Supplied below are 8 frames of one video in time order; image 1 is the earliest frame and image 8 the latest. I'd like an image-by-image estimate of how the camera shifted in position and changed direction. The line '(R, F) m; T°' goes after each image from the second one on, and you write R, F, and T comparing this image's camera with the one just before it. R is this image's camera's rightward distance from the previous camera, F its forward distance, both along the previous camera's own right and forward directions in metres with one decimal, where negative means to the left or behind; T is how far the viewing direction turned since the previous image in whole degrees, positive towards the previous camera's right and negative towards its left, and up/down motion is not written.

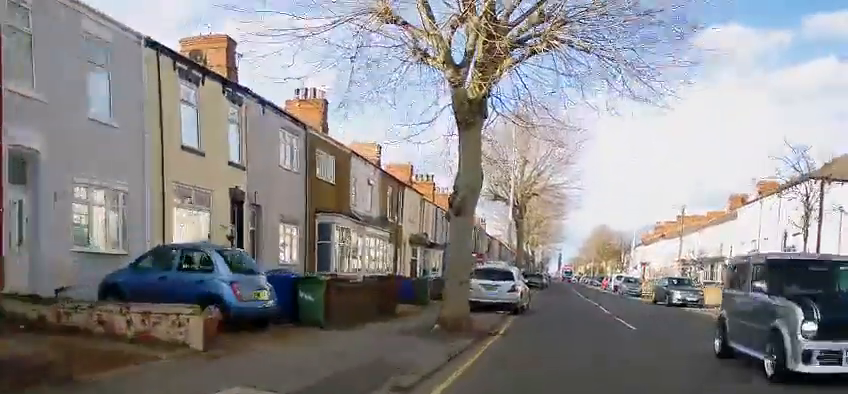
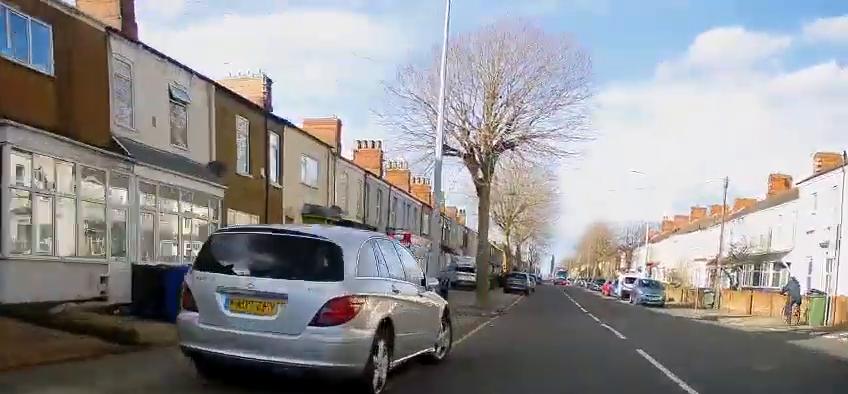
(-0.2, +16.8) m; -2°
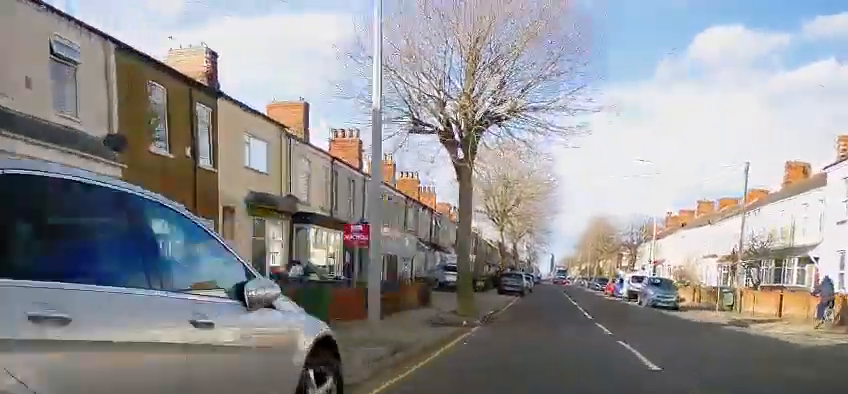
(0.0, +4.7) m; 0°
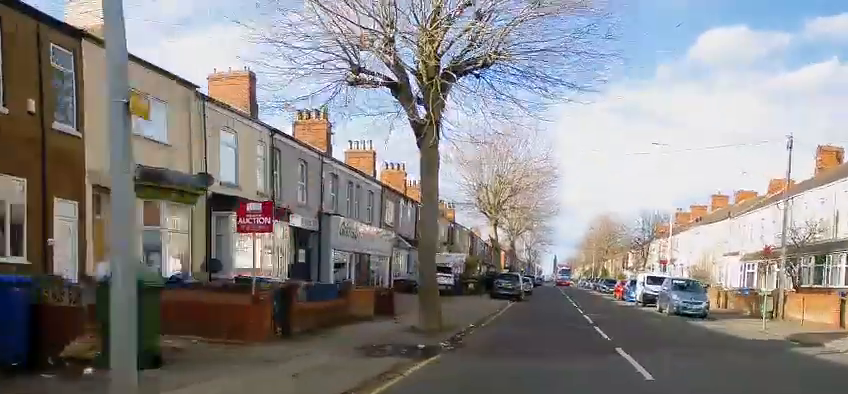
(0.0, +6.6) m; 0°
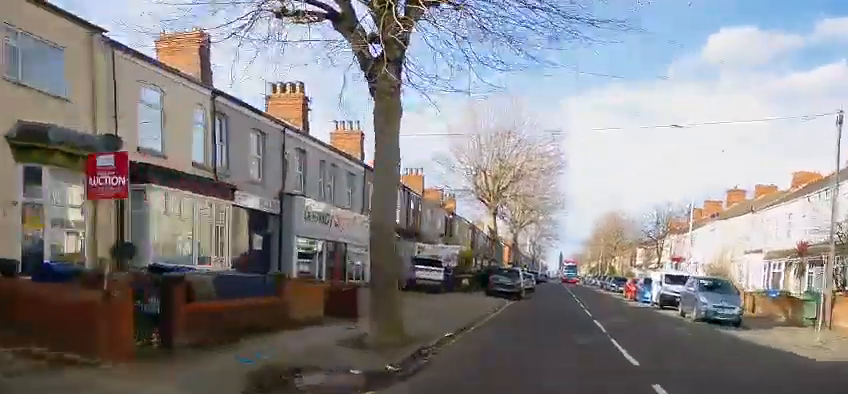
(0.0, +4.8) m; 0°
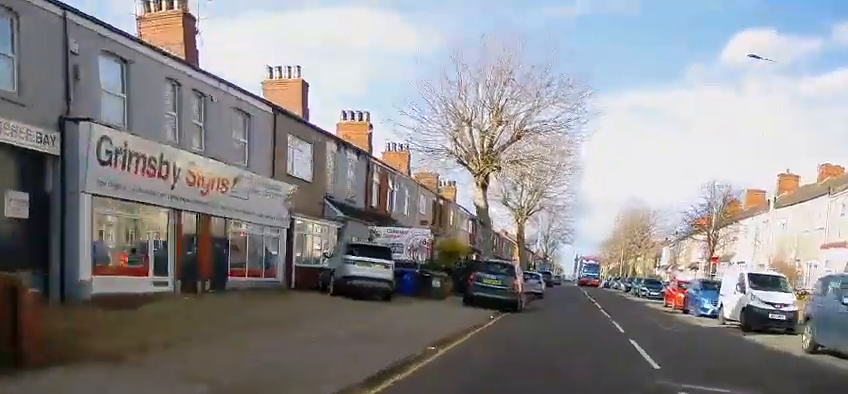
(-0.1, +12.9) m; 0°
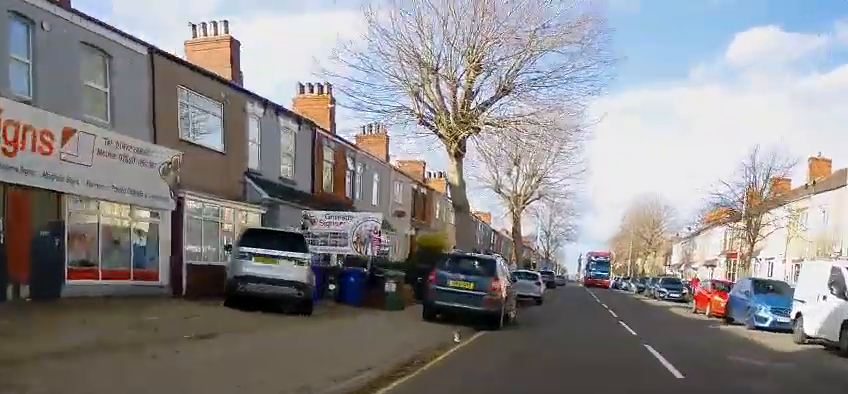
(0.0, +7.2) m; 0°
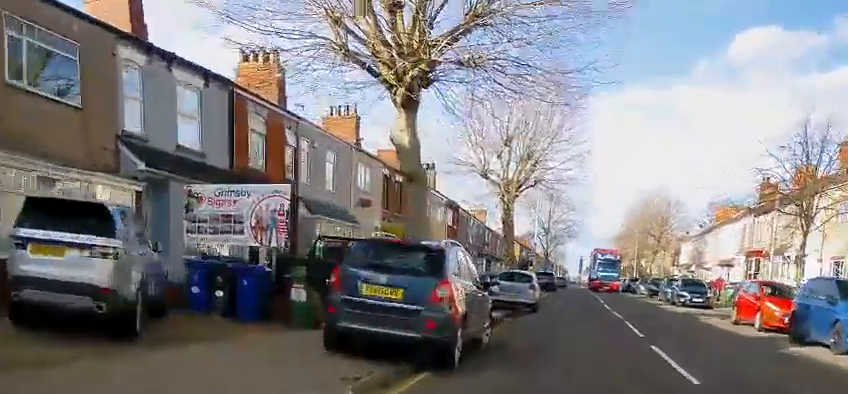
(0.0, +6.3) m; 0°
